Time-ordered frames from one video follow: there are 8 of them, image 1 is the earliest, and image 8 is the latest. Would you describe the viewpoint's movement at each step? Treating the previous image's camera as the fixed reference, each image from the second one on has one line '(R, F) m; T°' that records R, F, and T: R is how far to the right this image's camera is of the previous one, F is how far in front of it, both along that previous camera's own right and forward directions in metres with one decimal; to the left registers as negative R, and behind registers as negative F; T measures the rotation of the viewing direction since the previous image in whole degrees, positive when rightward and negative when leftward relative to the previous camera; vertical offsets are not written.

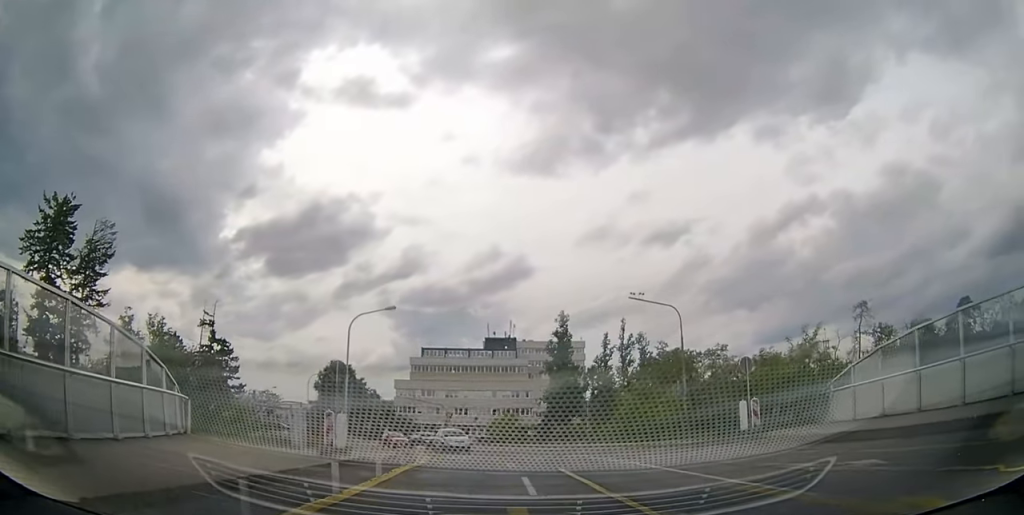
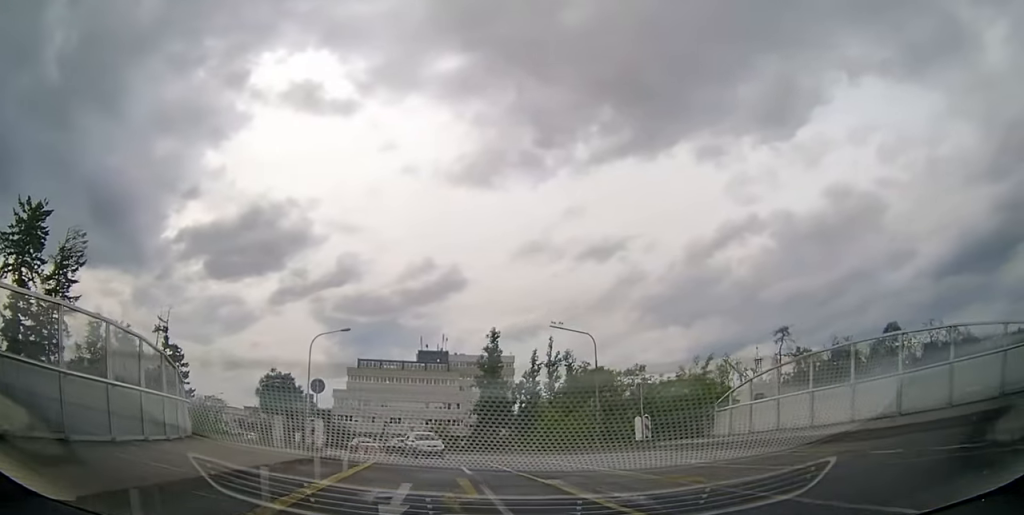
(-0.2, +4.7) m; +5°
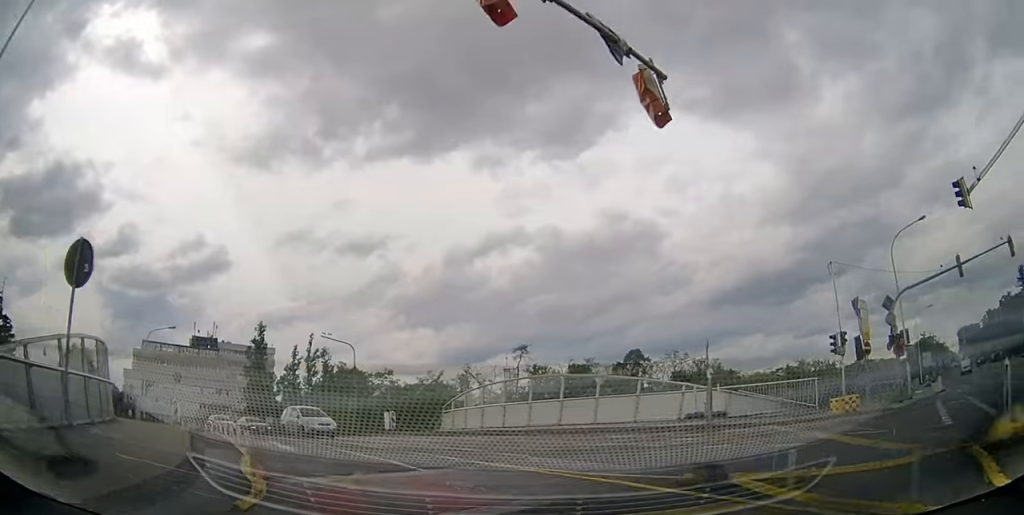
(+1.9, +8.9) m; +27°
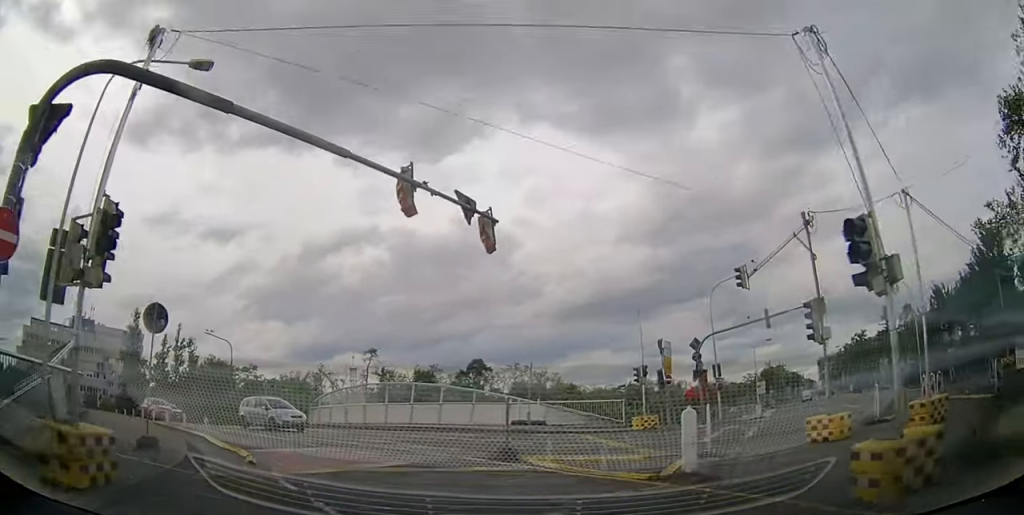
(+0.9, +5.1) m; +17°
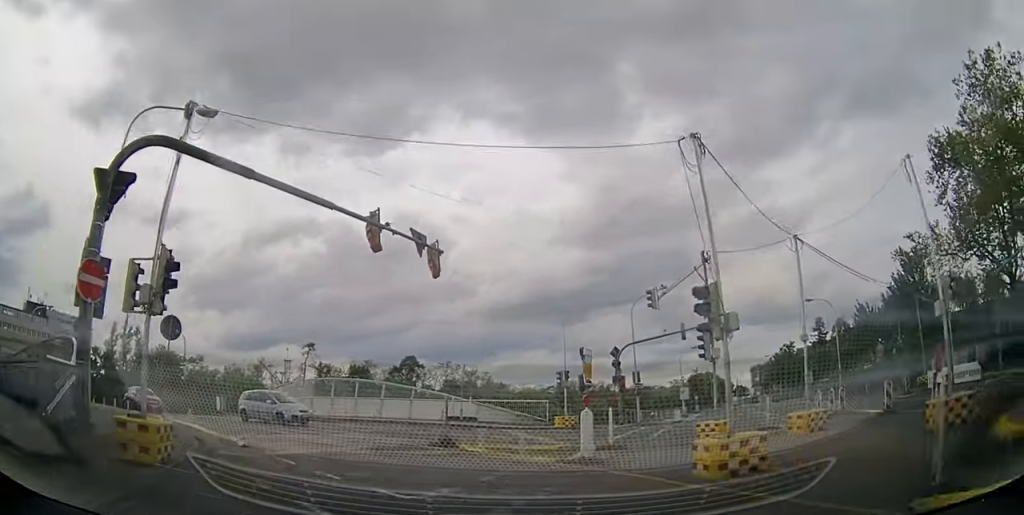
(+0.3, +2.7) m; +7°
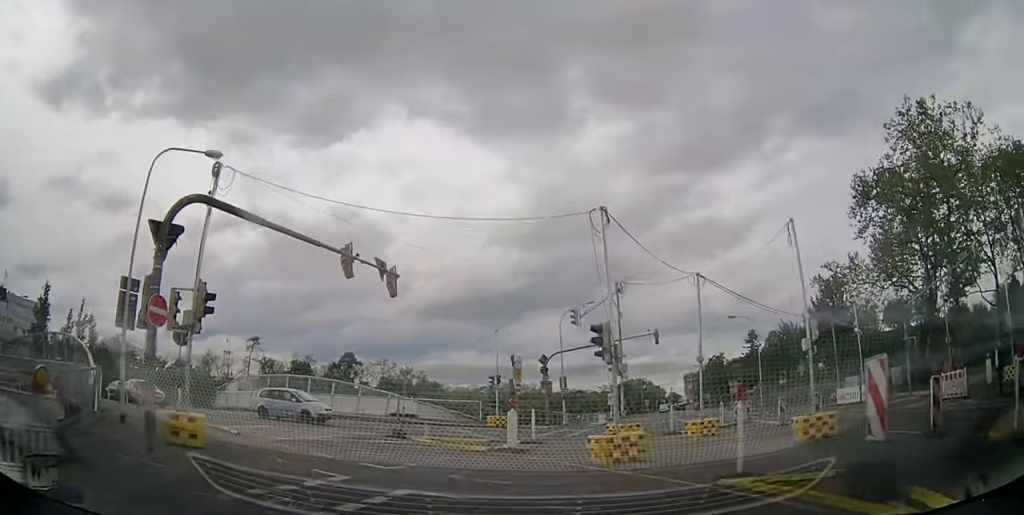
(+0.1, +3.1) m; +4°
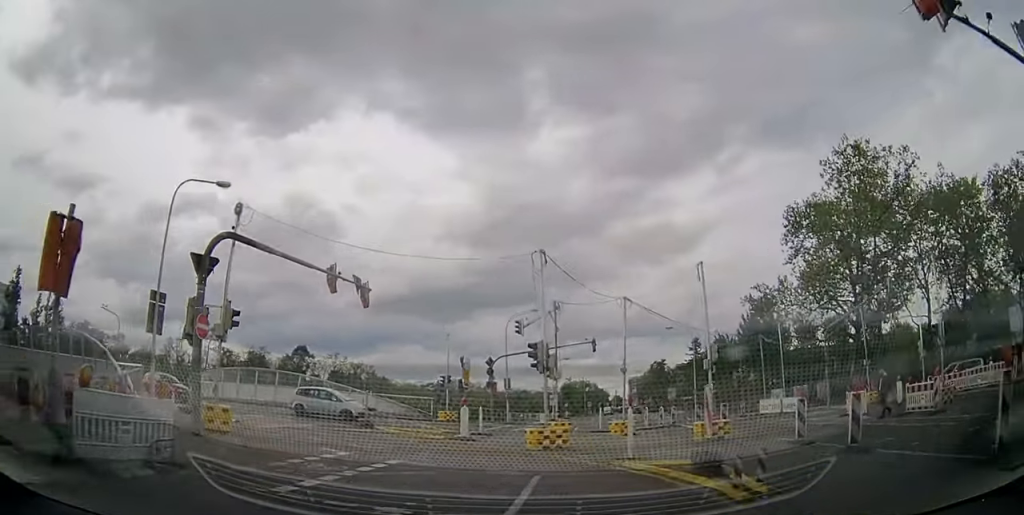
(-0.1, +3.1) m; +4°
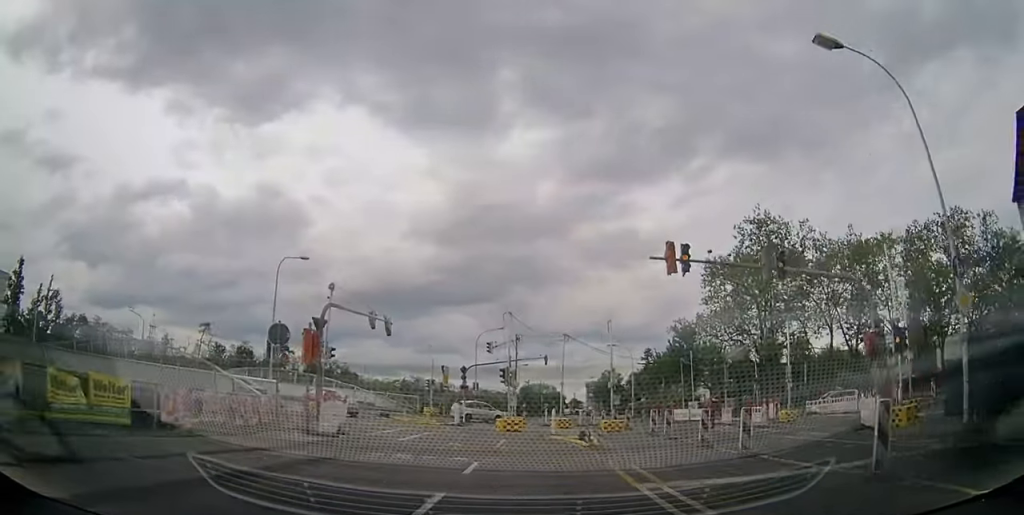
(+1.4, +9.9) m; +11°
